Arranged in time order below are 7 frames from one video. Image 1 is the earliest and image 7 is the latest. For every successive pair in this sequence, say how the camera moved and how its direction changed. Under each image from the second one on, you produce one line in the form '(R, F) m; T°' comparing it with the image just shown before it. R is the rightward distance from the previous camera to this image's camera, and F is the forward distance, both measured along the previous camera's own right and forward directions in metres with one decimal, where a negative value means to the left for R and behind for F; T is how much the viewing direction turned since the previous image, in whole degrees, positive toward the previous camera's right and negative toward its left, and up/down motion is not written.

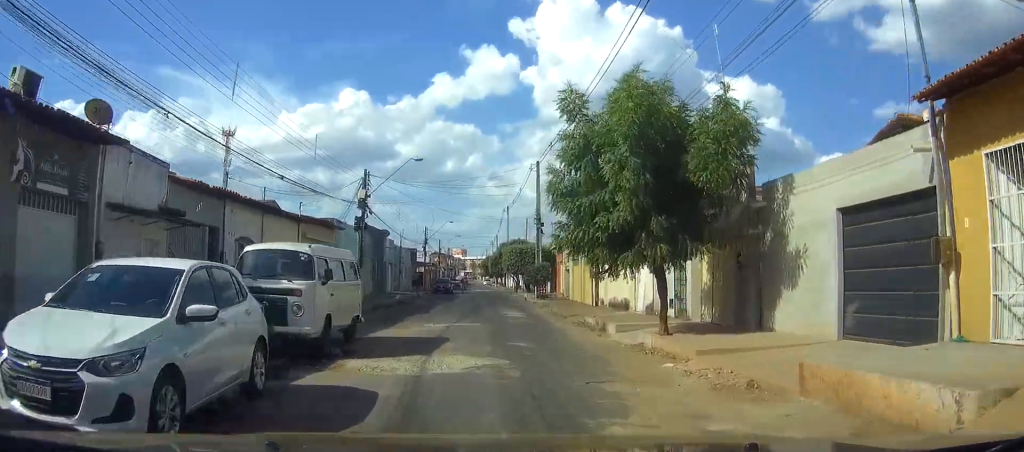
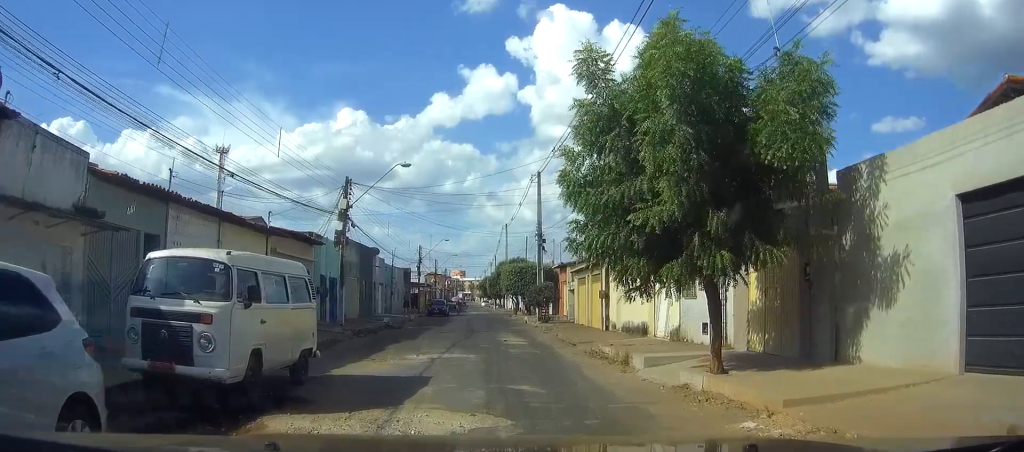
(+0.1, +3.9) m; +1°
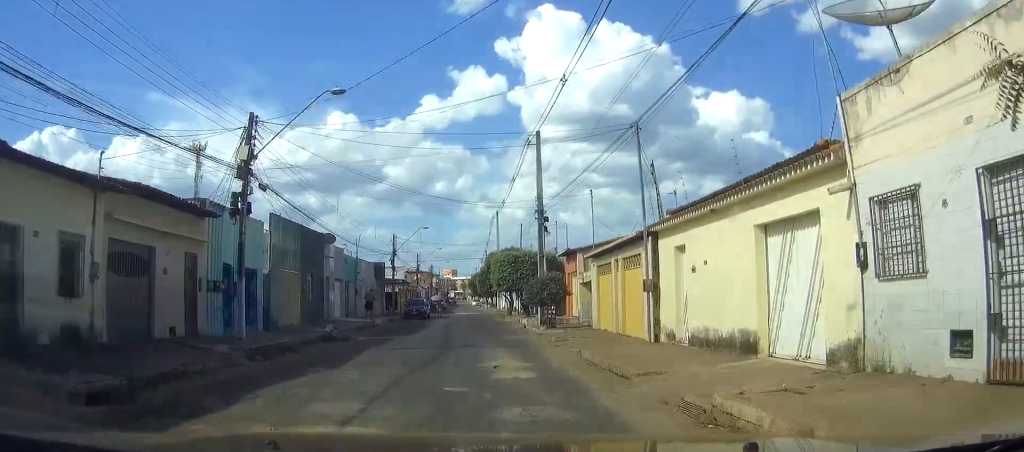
(+0.3, +10.5) m; 0°
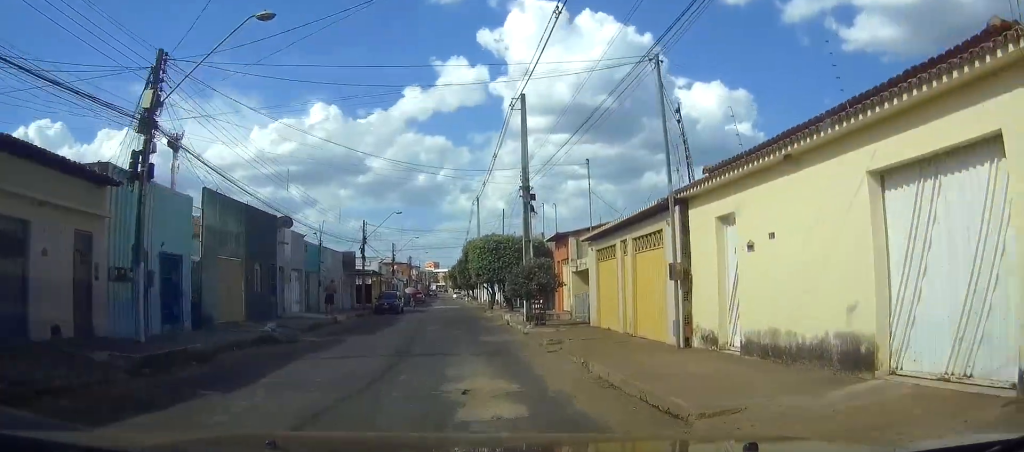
(-0.1, +4.8) m; -2°
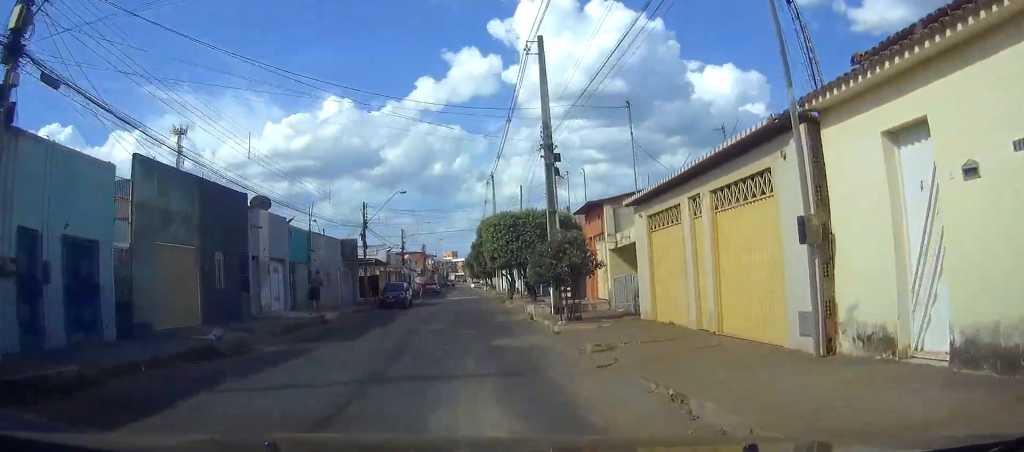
(-0.1, +5.9) m; -2°
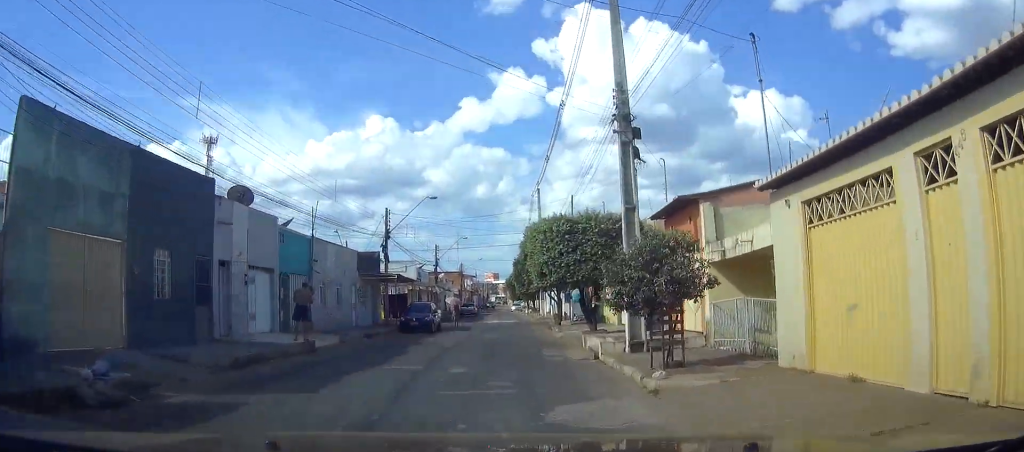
(-0.1, +7.0) m; -1°
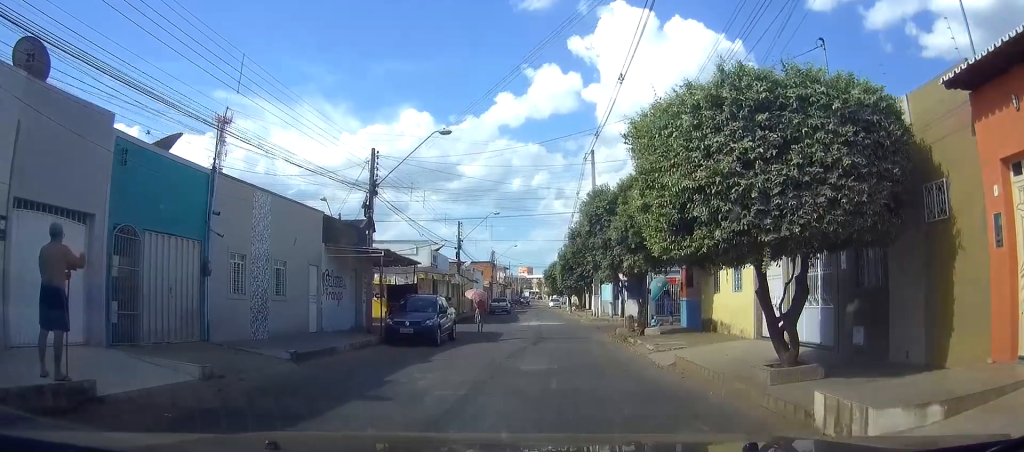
(-0.4, +13.2) m; -2°
